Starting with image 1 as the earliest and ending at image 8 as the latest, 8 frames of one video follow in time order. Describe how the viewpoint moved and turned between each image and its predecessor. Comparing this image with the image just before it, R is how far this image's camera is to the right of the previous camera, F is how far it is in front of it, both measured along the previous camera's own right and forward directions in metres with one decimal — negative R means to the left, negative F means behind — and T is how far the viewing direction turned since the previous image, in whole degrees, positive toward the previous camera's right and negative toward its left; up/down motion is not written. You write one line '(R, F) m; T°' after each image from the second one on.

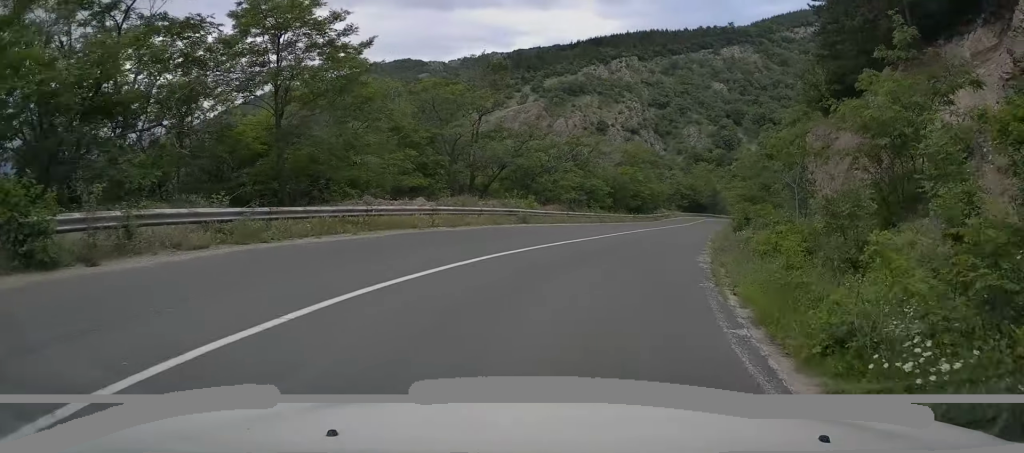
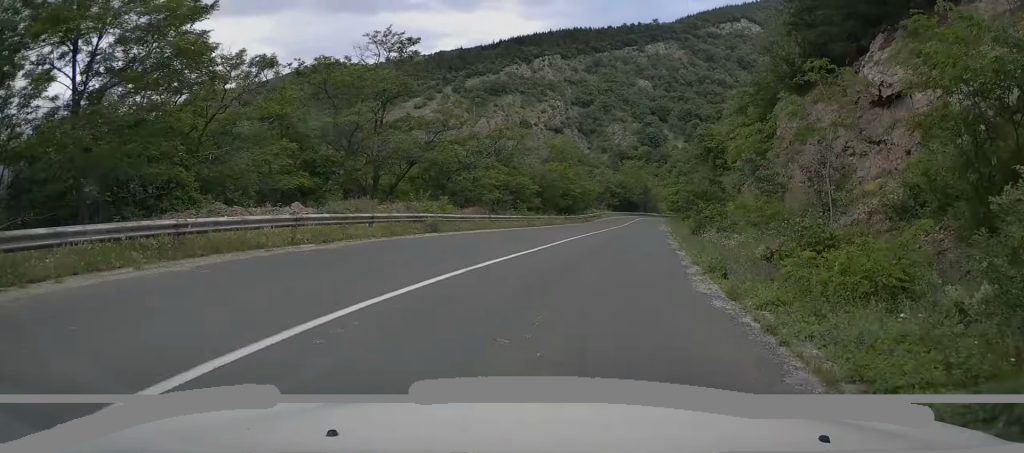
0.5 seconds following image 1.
(+0.1, +5.9) m; +5°
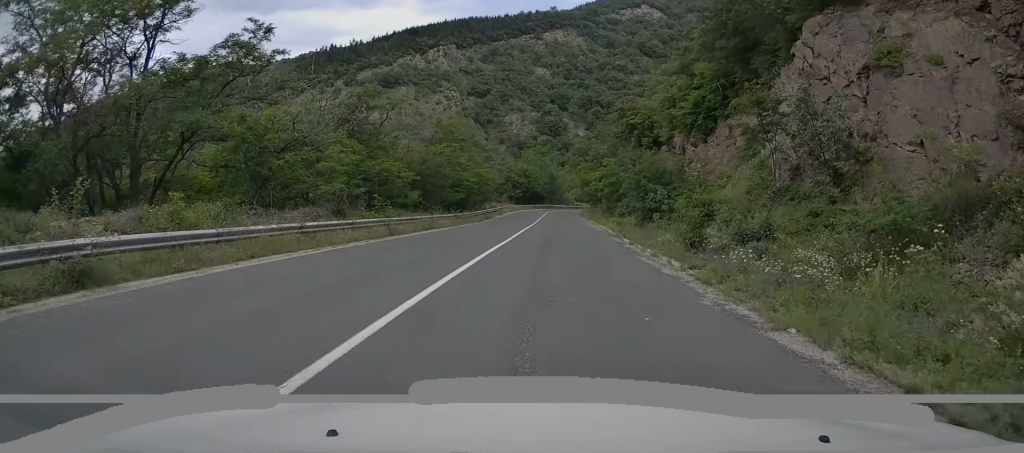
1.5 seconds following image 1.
(+1.1, +12.8) m; +9°
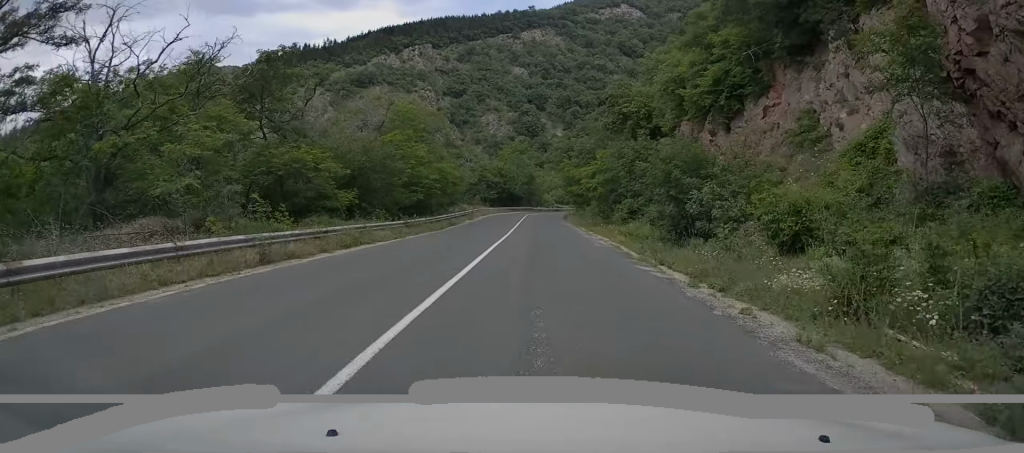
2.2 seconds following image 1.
(+0.5, +8.9) m; +4°
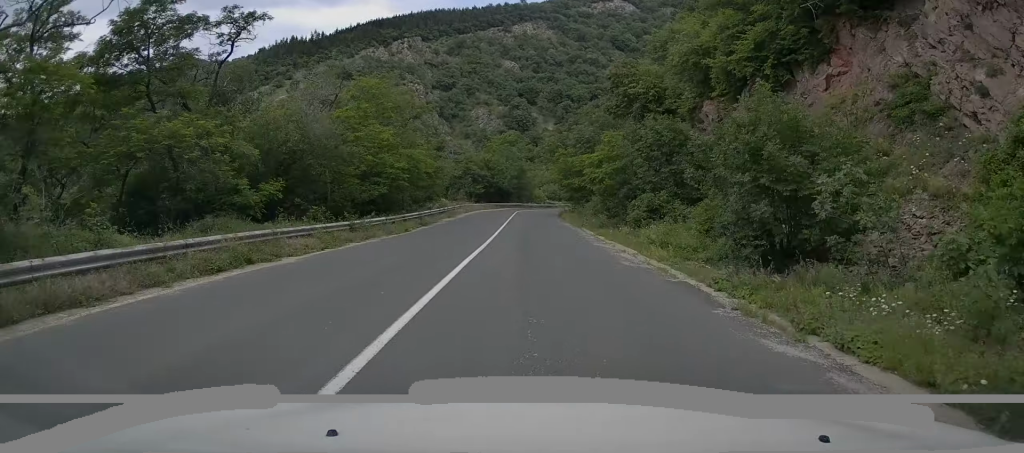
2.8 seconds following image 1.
(+0.2, +7.4) m; +1°
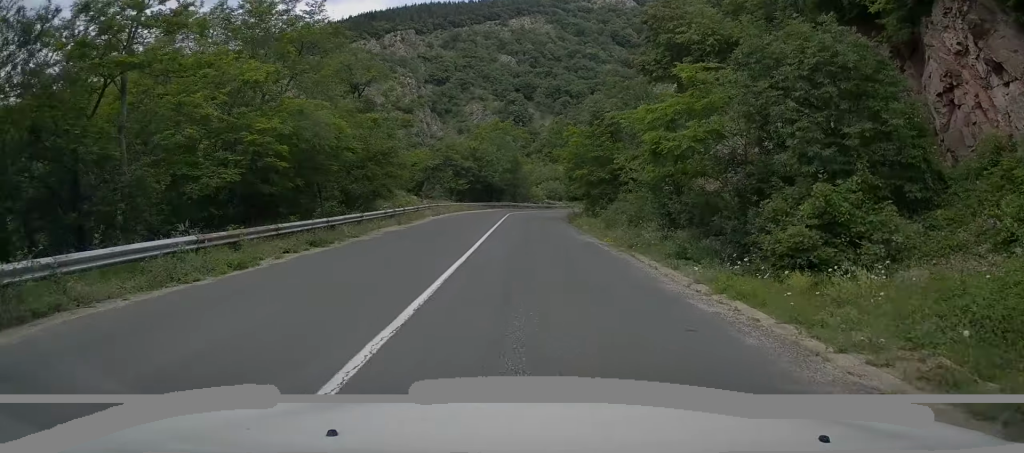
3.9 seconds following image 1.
(+0.1, +15.3) m; 0°
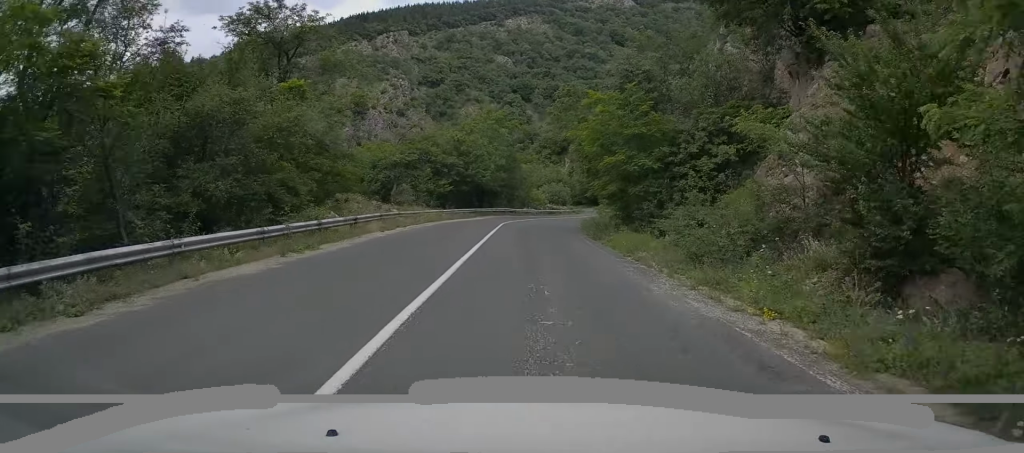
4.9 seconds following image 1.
(0.0, +12.7) m; 0°
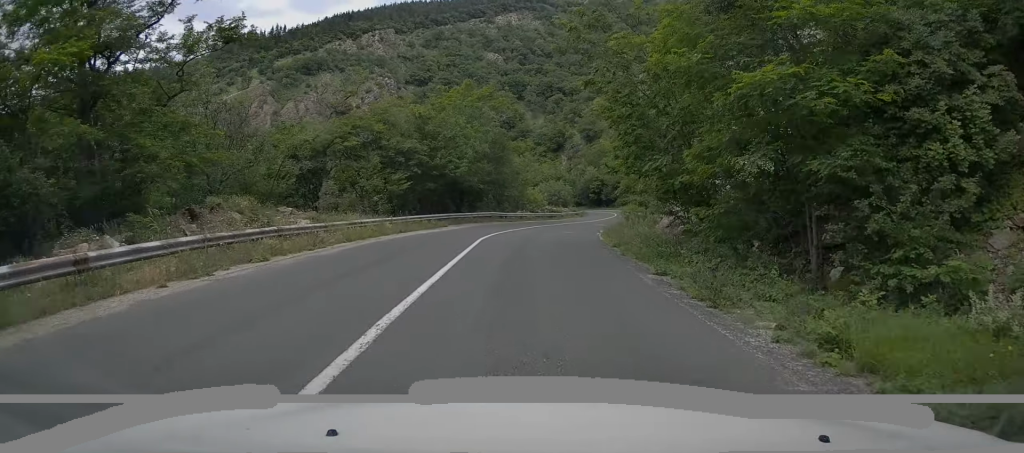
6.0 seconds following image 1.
(-0.1, +14.0) m; -1°
